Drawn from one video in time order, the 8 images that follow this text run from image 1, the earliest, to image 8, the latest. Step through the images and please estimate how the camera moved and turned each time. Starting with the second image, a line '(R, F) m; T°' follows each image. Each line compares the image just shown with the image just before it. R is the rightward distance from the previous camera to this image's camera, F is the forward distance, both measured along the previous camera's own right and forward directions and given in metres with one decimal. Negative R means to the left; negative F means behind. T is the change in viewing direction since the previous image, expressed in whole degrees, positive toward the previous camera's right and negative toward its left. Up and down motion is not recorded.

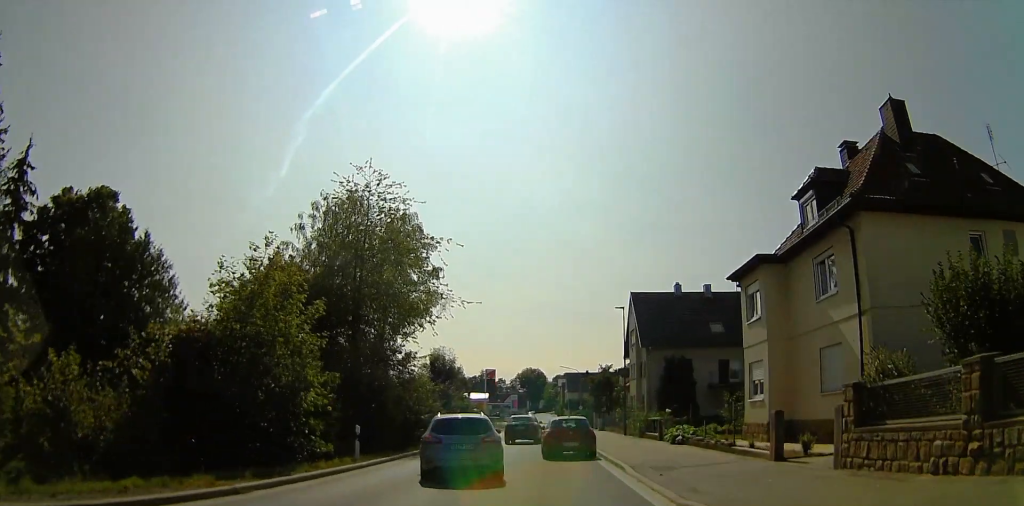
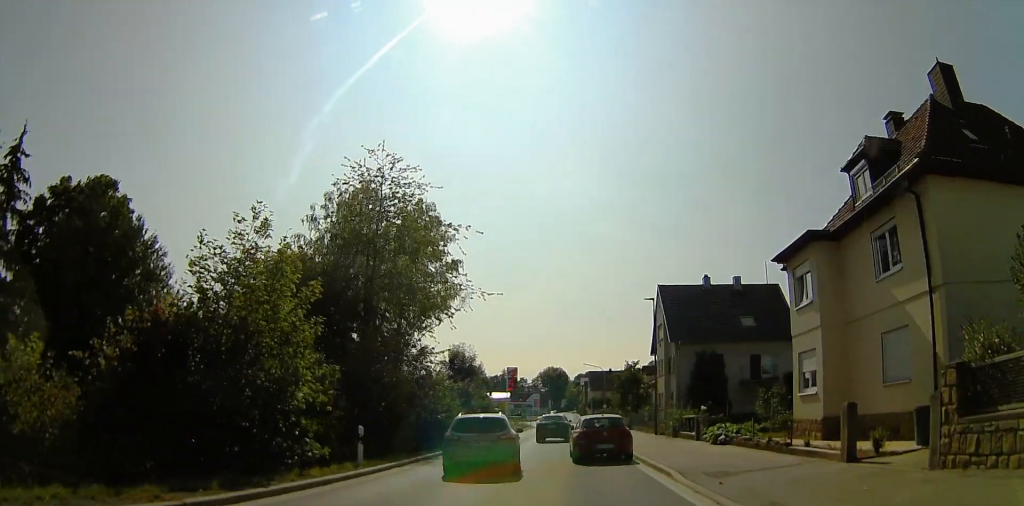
(0.0, +2.4) m; 0°
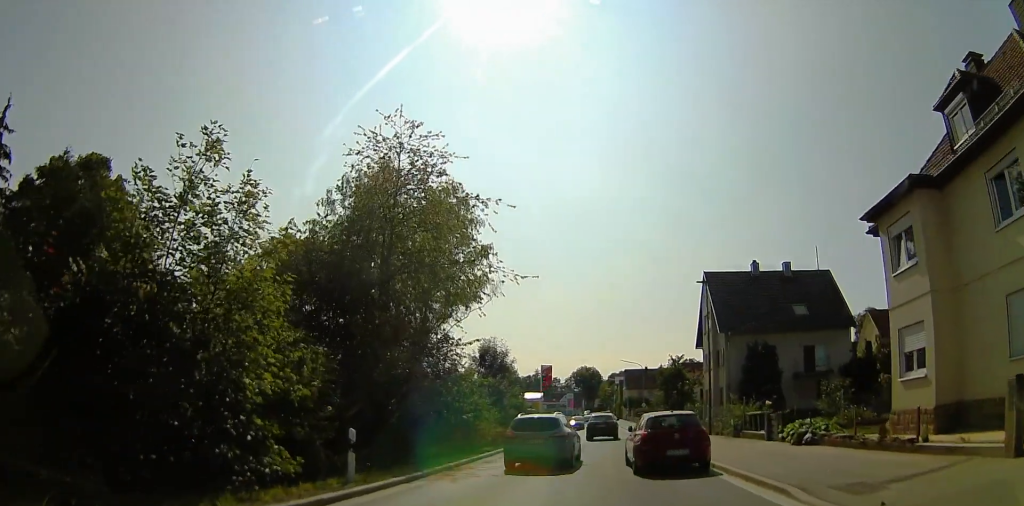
(0.0, +4.5) m; 0°
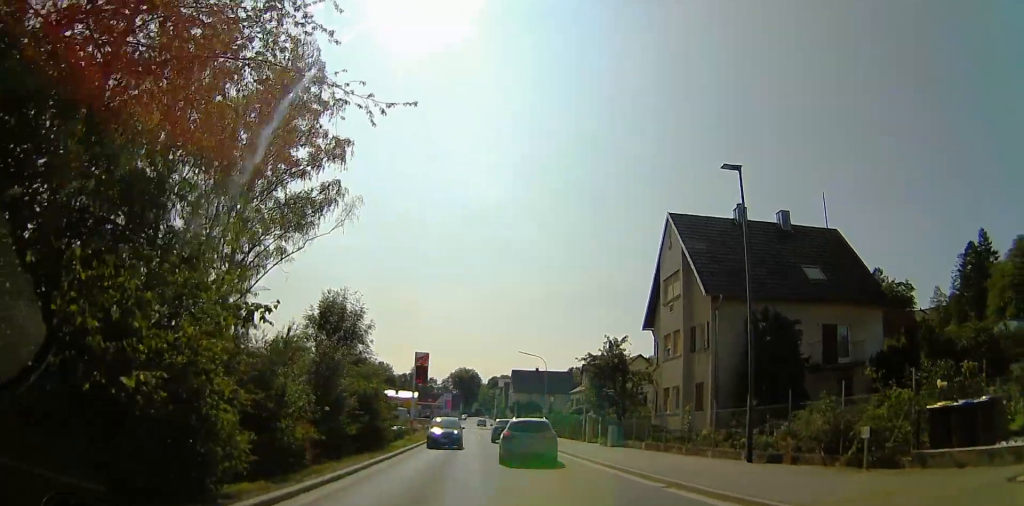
(+0.2, +16.5) m; +1°
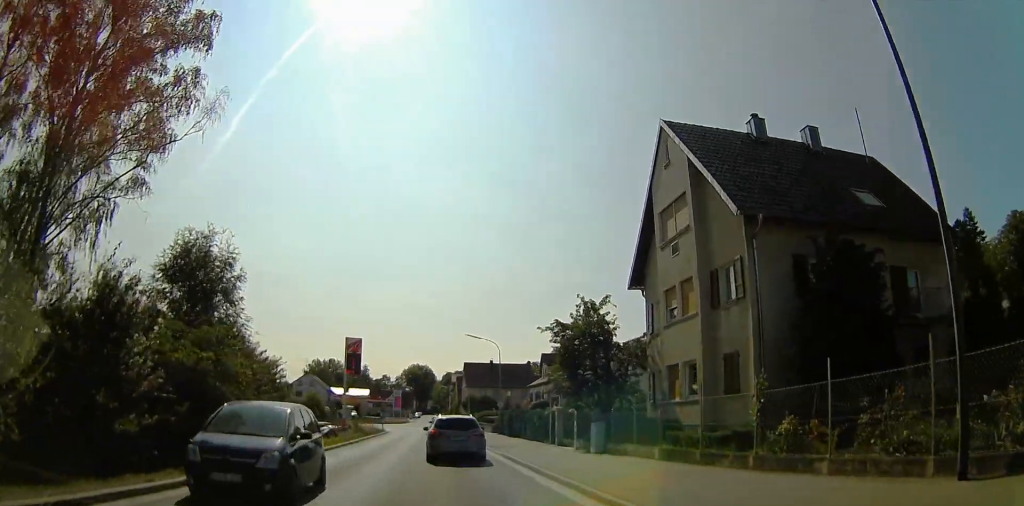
(0.0, +8.8) m; 0°
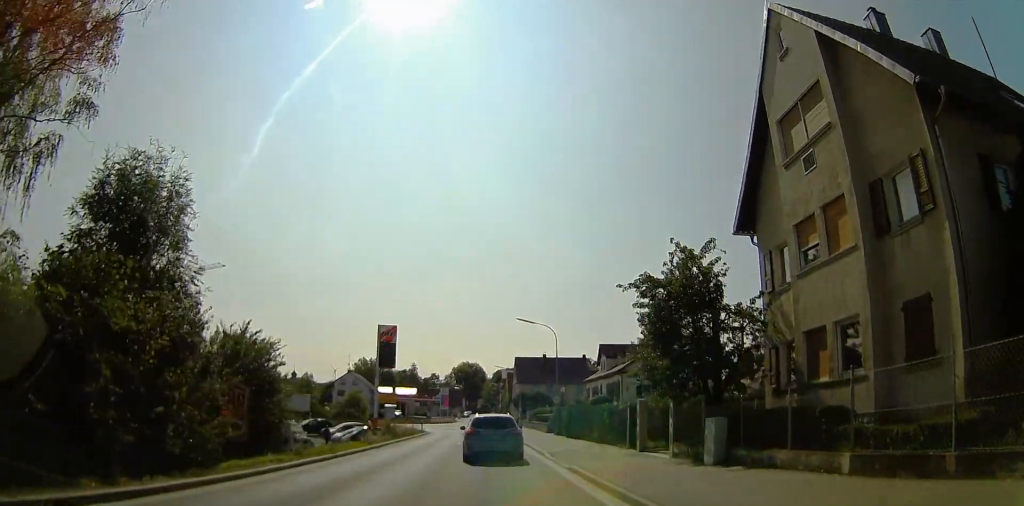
(0.0, +6.4) m; 0°
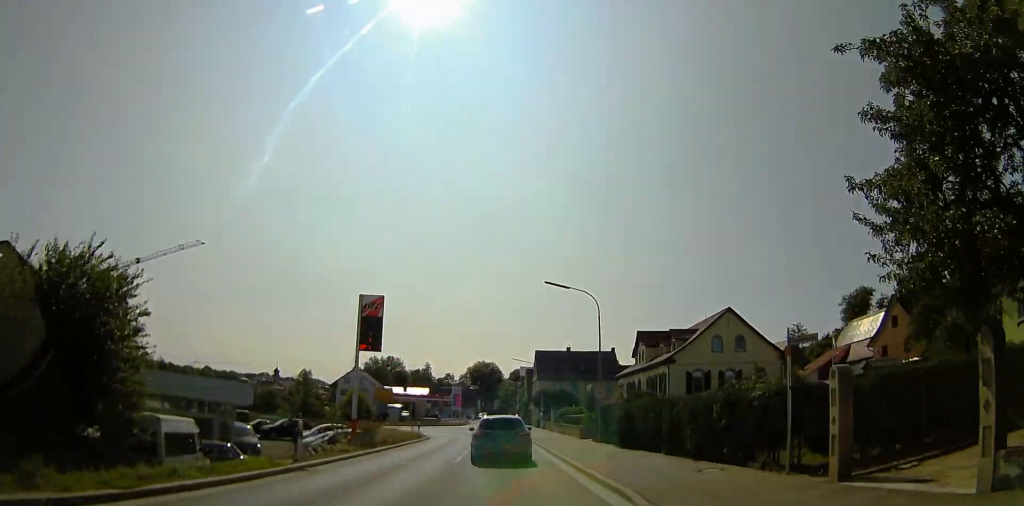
(0.0, +10.3) m; 0°
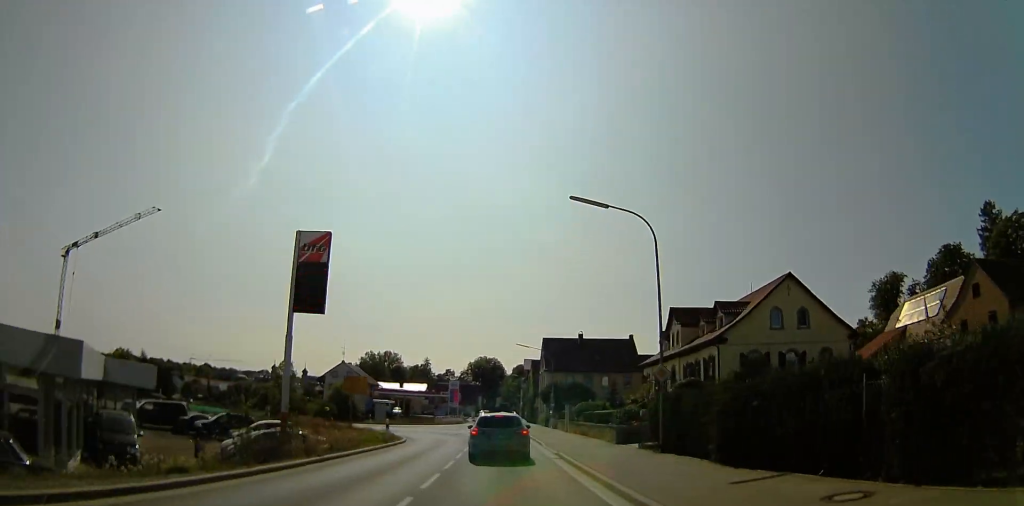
(0.0, +10.0) m; 0°
